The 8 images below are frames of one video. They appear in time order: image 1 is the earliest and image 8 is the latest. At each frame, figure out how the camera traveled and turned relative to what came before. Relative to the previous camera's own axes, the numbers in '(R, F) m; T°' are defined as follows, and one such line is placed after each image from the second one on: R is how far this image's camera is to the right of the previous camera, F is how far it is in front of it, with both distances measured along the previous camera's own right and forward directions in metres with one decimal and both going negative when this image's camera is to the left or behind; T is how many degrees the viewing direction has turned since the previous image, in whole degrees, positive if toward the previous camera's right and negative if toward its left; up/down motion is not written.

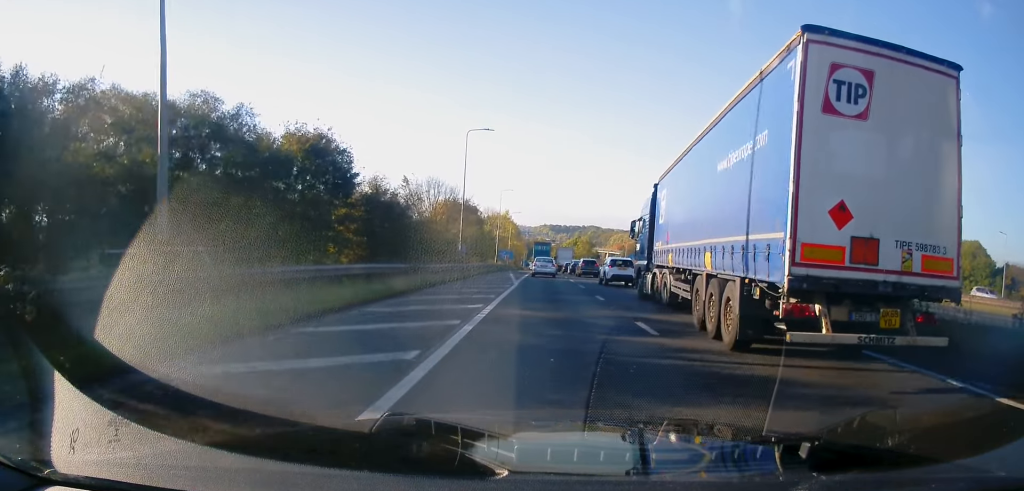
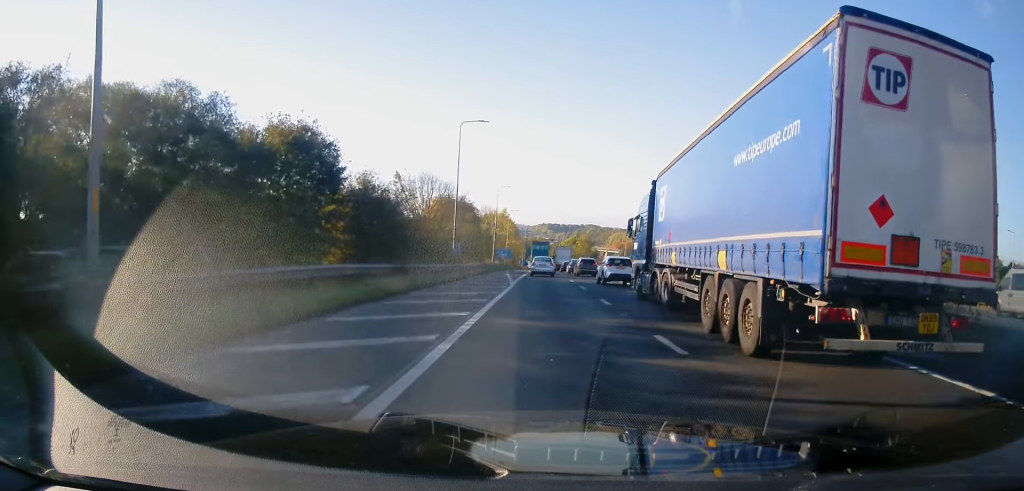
(-0.1, +2.4) m; -1°
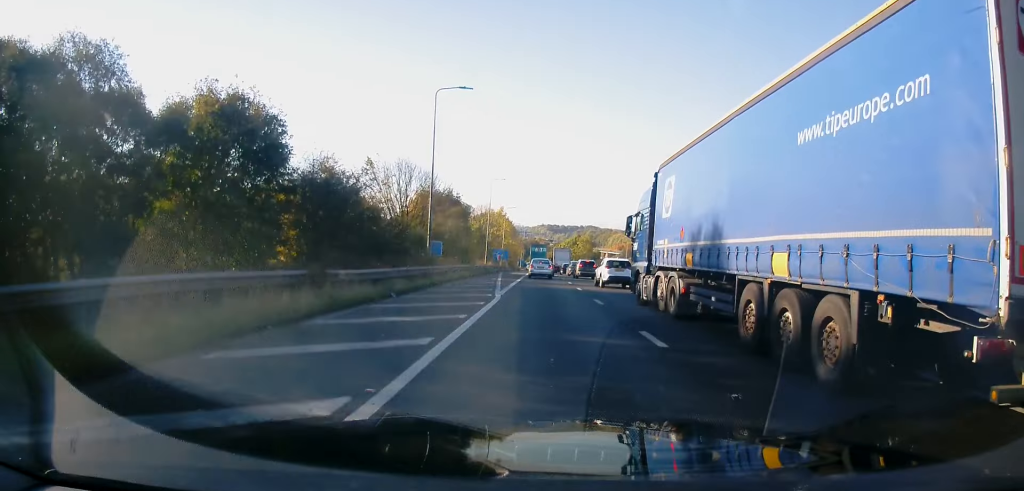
(0.0, +8.4) m; +1°
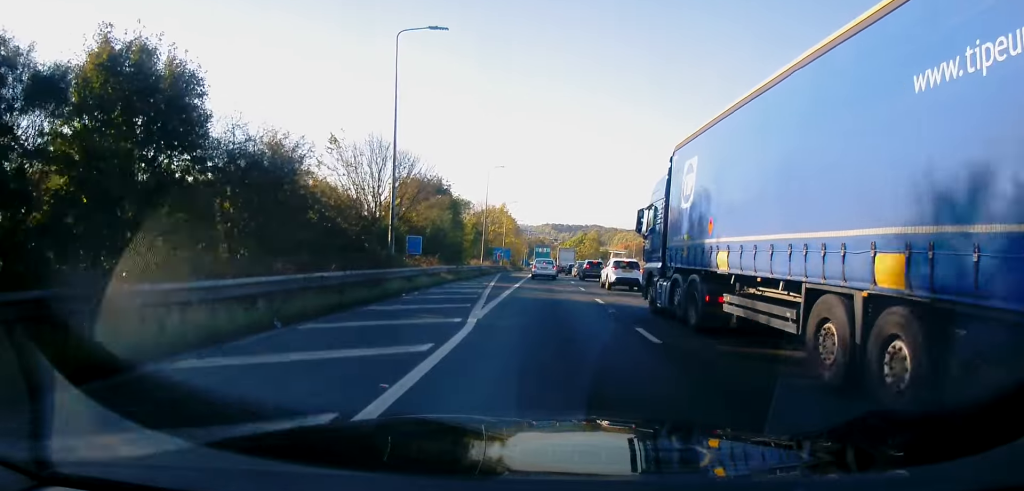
(+0.2, +8.1) m; +1°
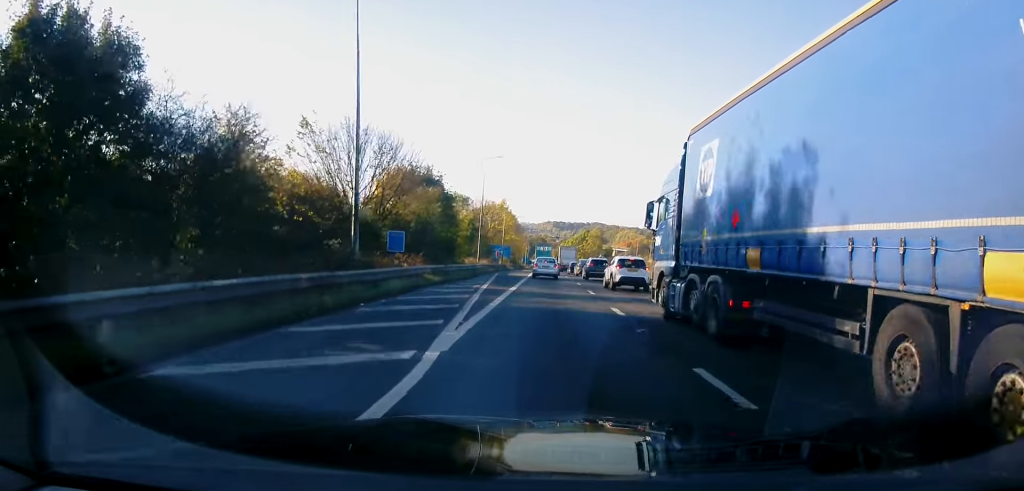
(0.0, +4.4) m; 0°
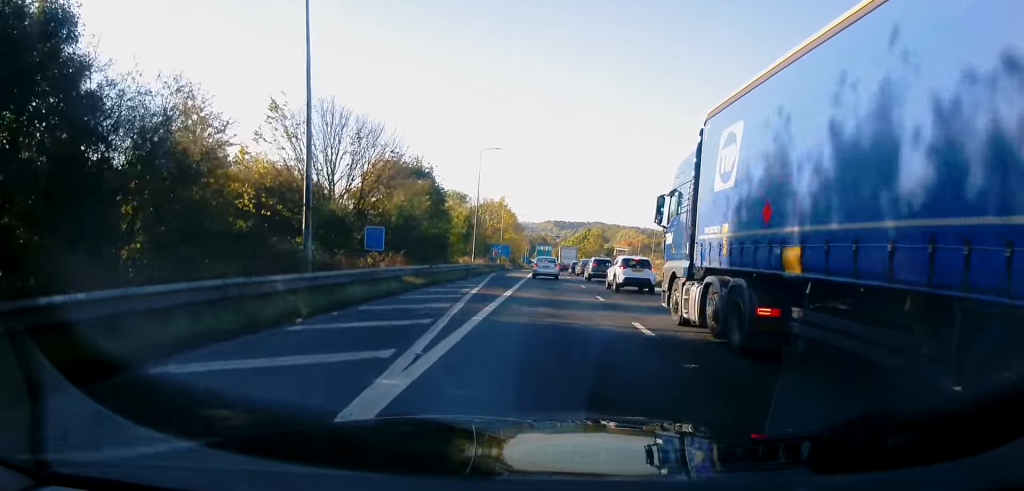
(-0.1, +3.9) m; 0°
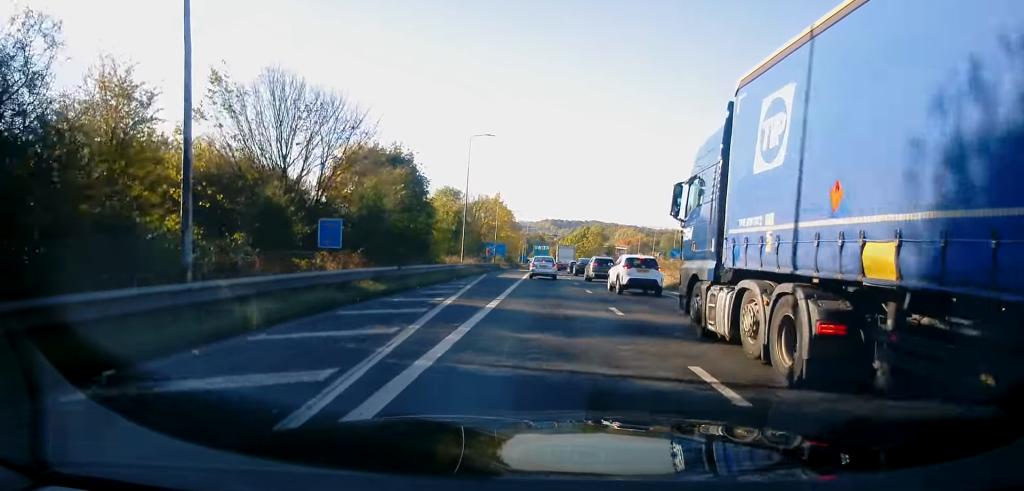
(+0.1, +5.0) m; -1°
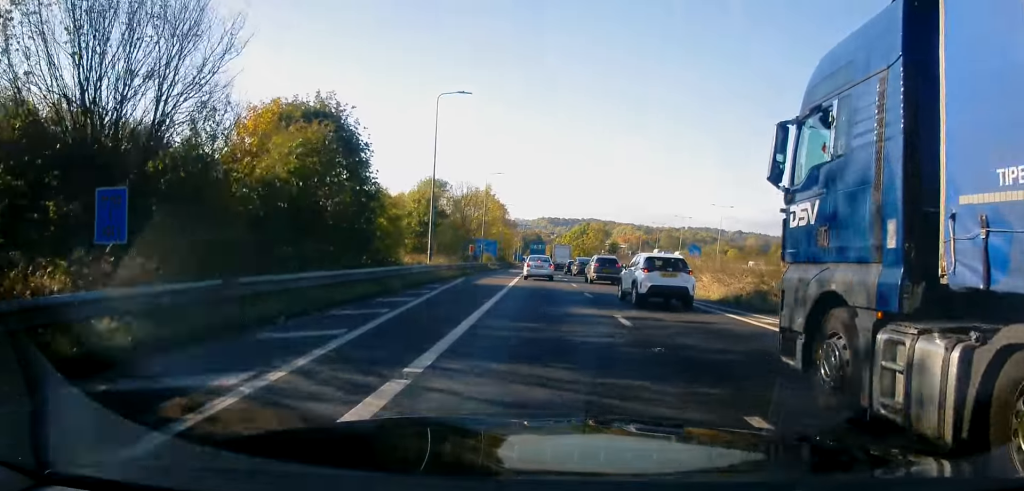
(-0.4, +11.1) m; 0°
